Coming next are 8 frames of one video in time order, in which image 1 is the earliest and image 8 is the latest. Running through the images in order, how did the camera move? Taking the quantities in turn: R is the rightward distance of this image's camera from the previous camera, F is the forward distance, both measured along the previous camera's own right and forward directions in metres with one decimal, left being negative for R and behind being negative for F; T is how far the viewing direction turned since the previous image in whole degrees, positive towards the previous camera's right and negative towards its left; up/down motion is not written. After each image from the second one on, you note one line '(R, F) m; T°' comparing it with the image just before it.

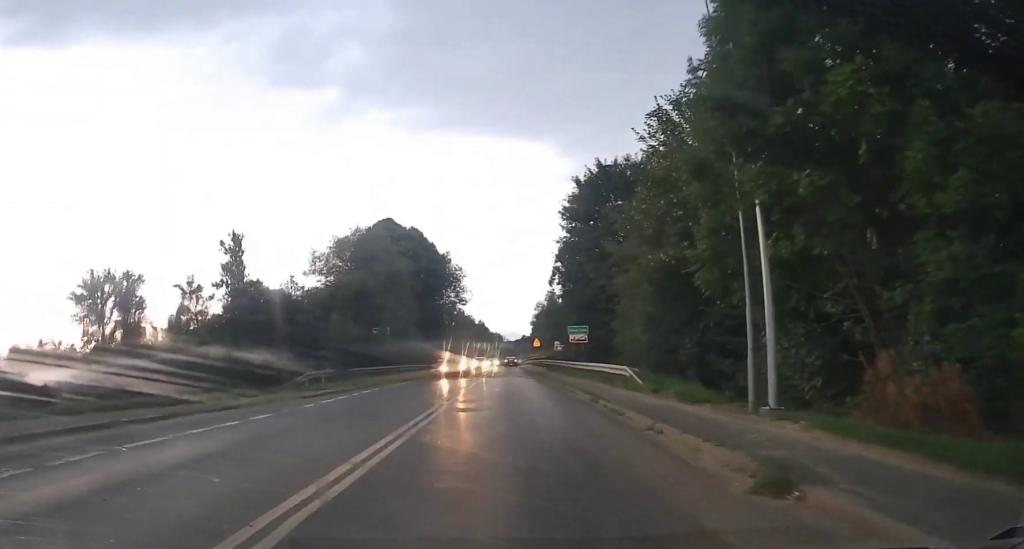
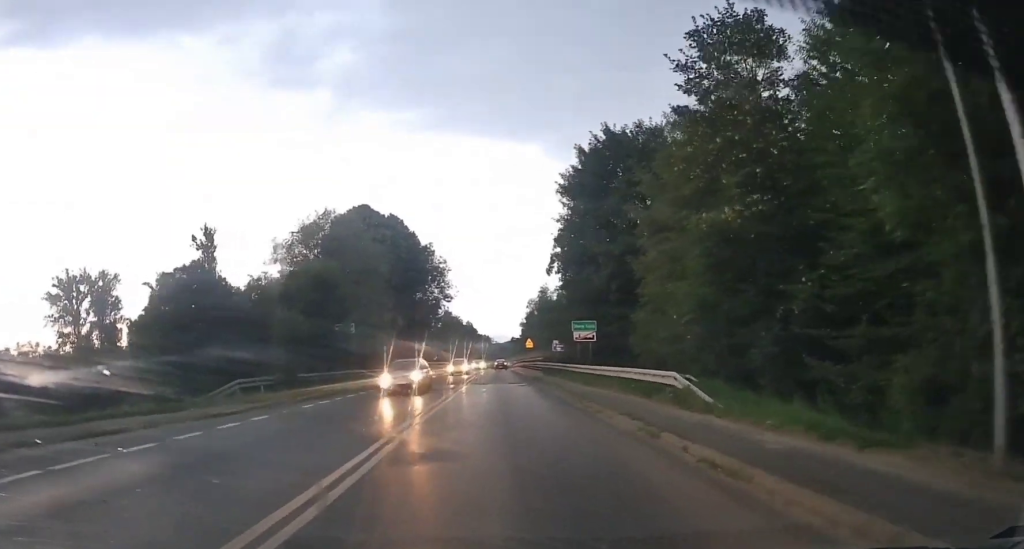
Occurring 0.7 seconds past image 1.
(+0.1, +8.1) m; +1°
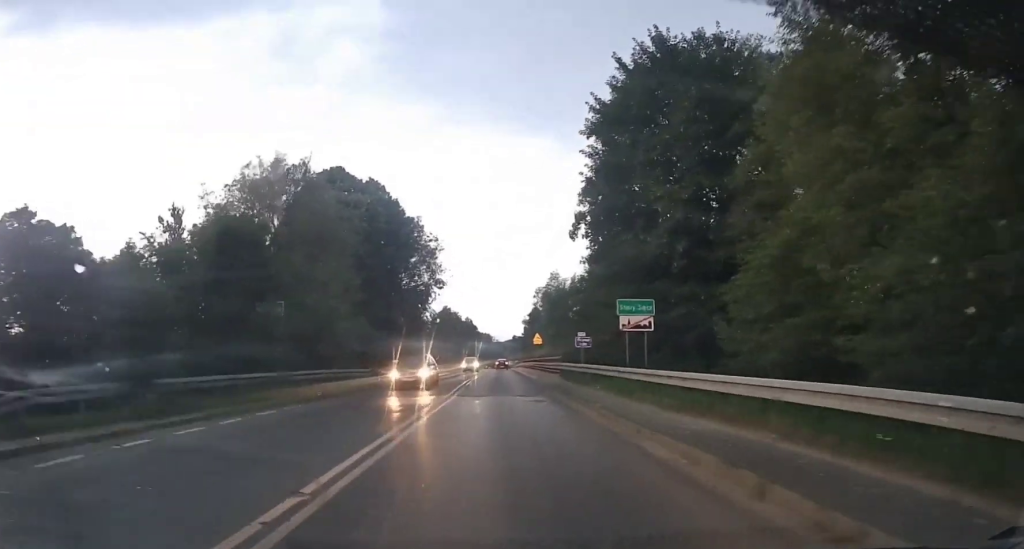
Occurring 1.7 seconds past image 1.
(+0.1, +14.3) m; 0°
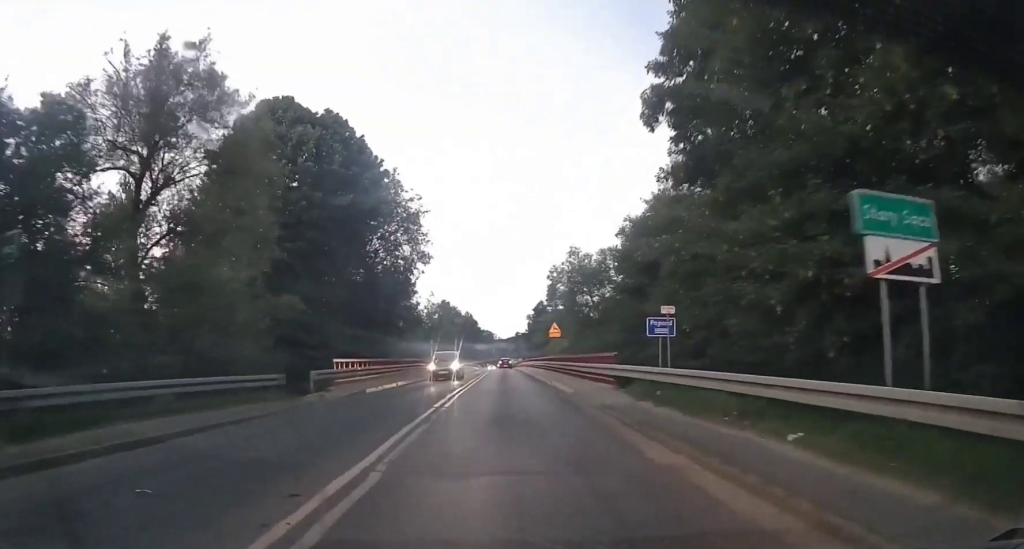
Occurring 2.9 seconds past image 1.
(-0.2, +17.2) m; 0°
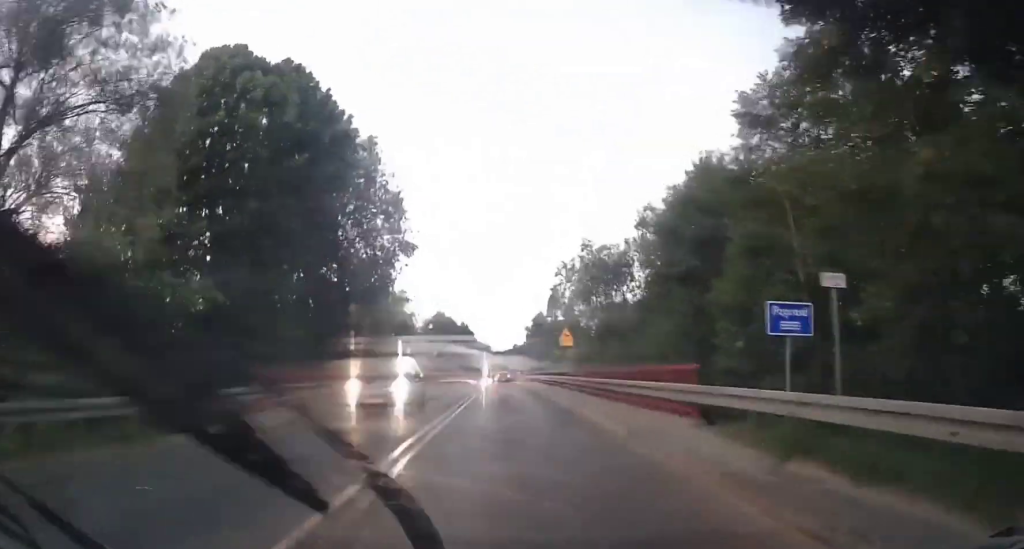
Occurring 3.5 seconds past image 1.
(-0.1, +10.0) m; +1°
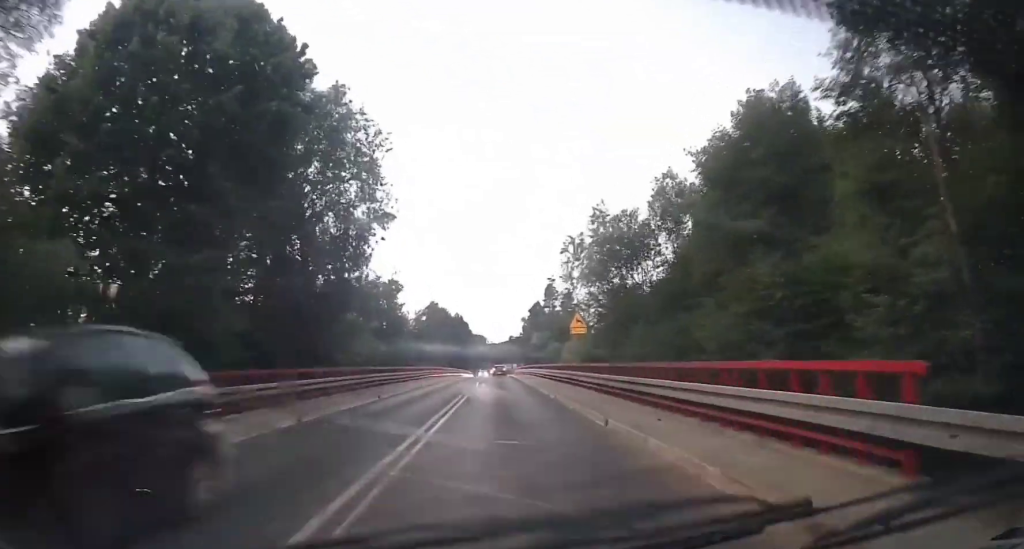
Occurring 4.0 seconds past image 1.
(+0.2, +8.6) m; 0°
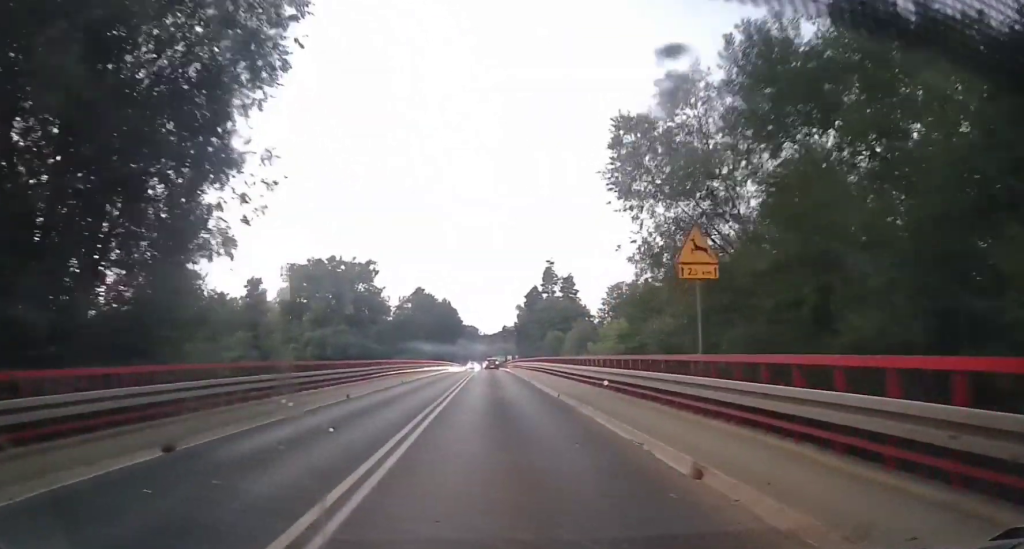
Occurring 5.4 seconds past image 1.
(0.0, +23.3) m; -1°
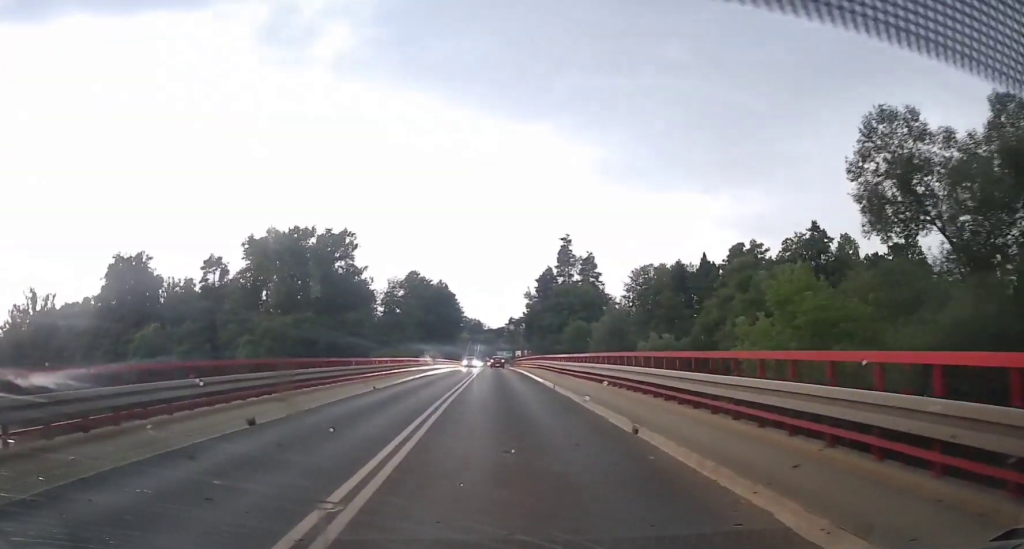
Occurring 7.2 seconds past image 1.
(0.0, +24.9) m; 0°
